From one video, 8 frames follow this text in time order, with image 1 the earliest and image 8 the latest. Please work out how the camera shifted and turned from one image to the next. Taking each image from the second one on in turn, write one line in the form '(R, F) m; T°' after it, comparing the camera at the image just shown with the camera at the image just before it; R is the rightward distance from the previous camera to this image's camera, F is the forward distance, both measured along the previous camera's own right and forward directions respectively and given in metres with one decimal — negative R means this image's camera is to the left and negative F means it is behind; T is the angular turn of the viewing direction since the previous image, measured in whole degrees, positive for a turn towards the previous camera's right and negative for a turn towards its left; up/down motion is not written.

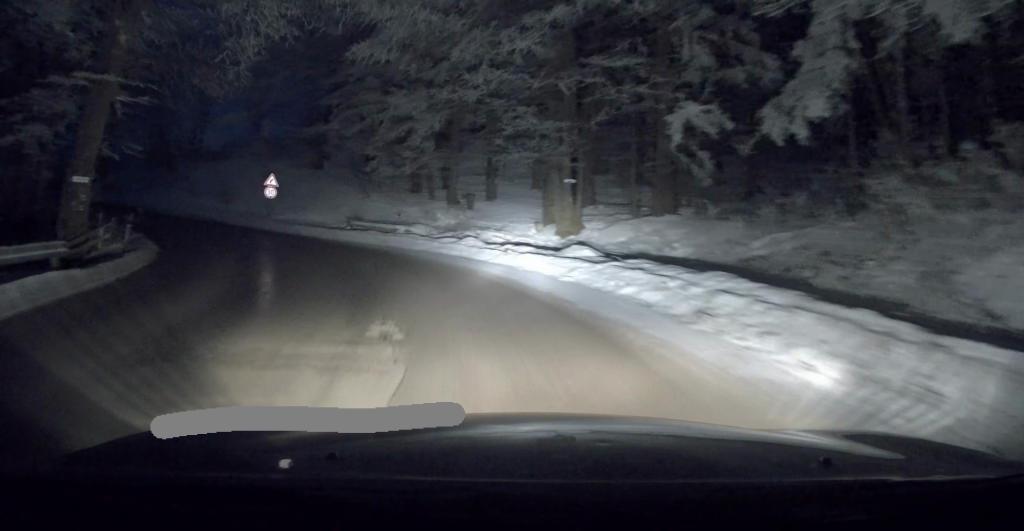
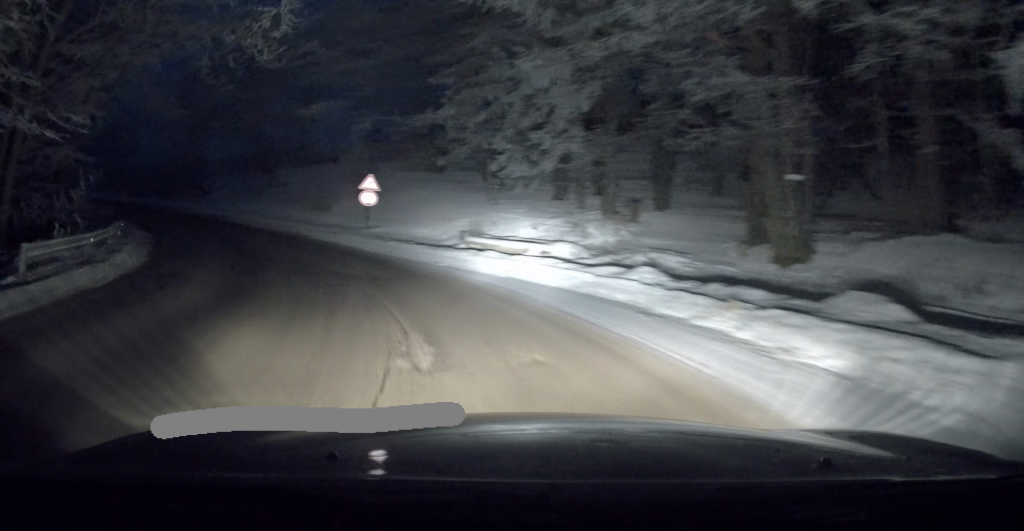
(-0.4, +8.7) m; -9°
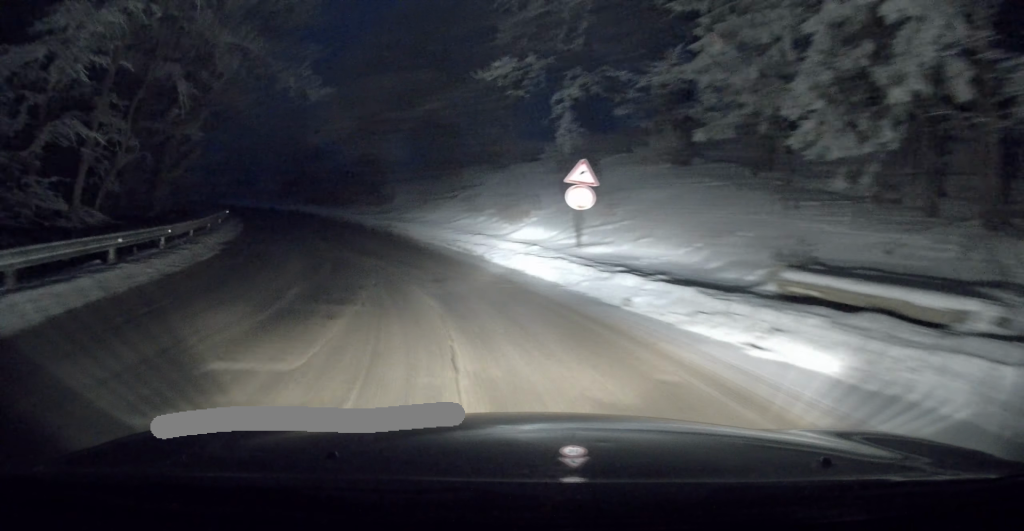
(-1.7, +11.0) m; -19°
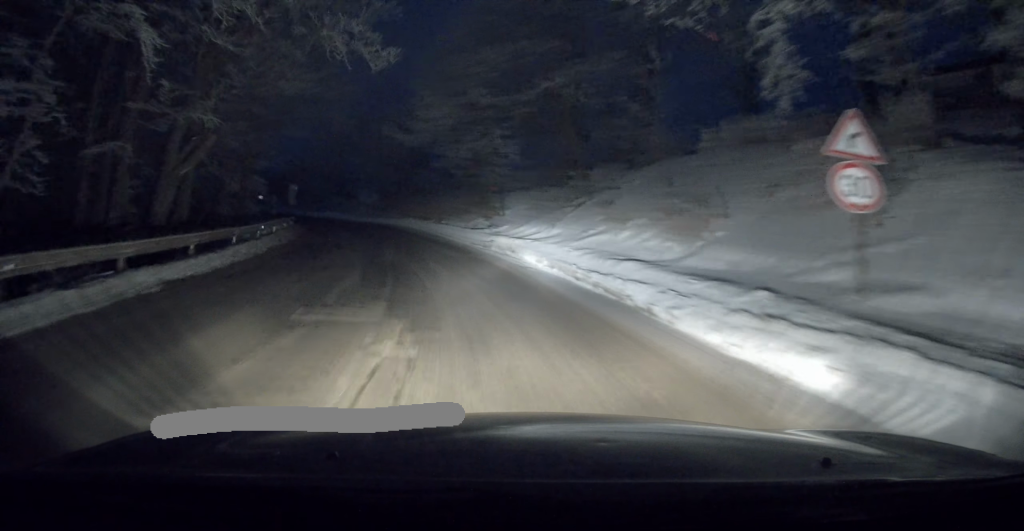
(-1.3, +9.8) m; -11°
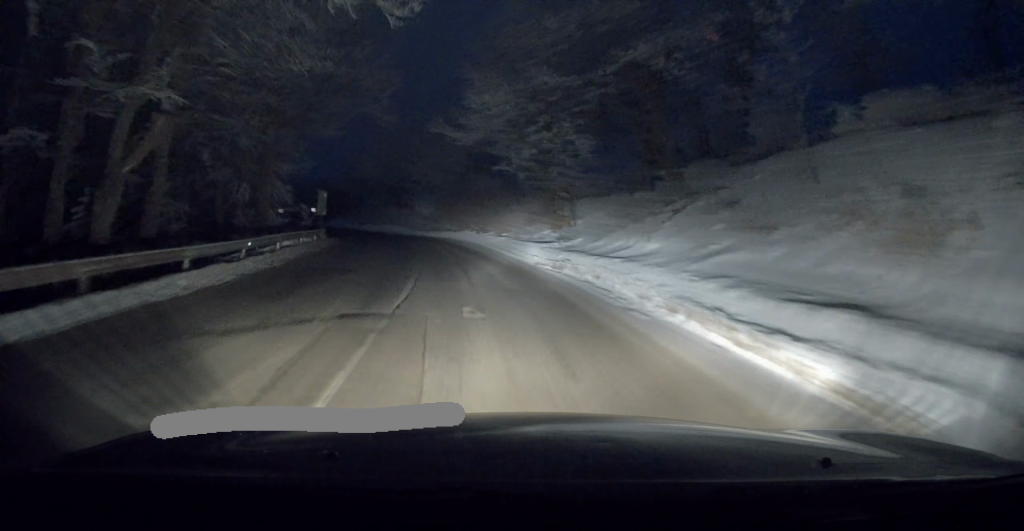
(-0.3, +7.1) m; -4°
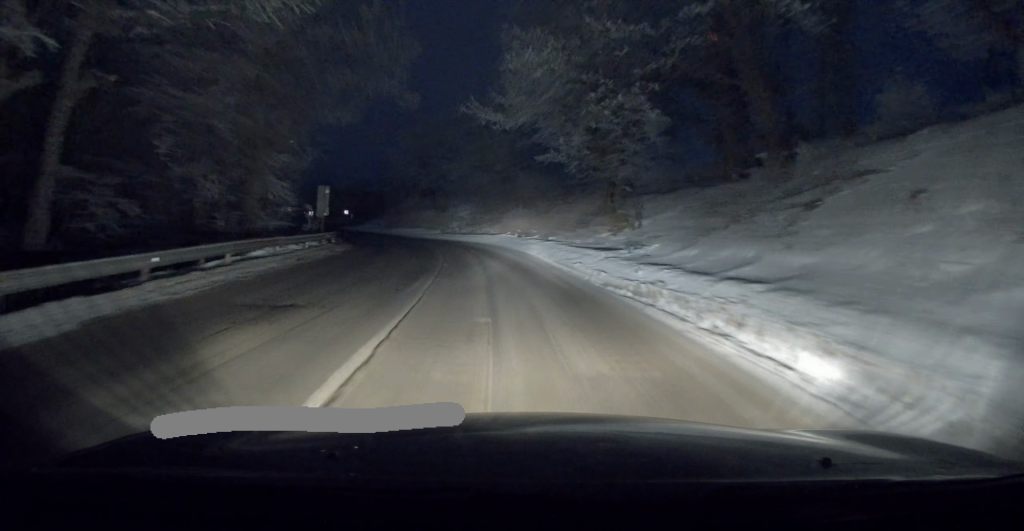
(-0.1, +7.3) m; -3°
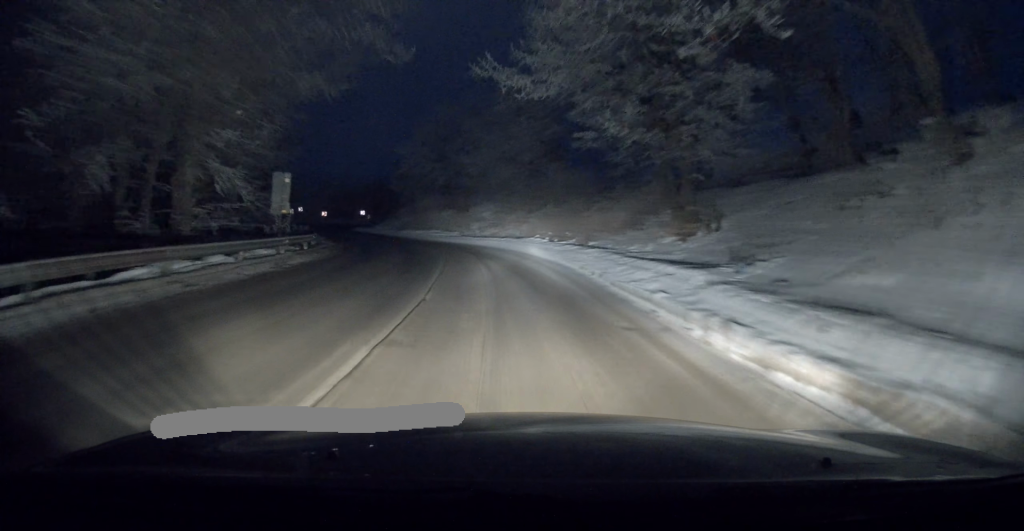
(-0.3, +8.0) m; -4°
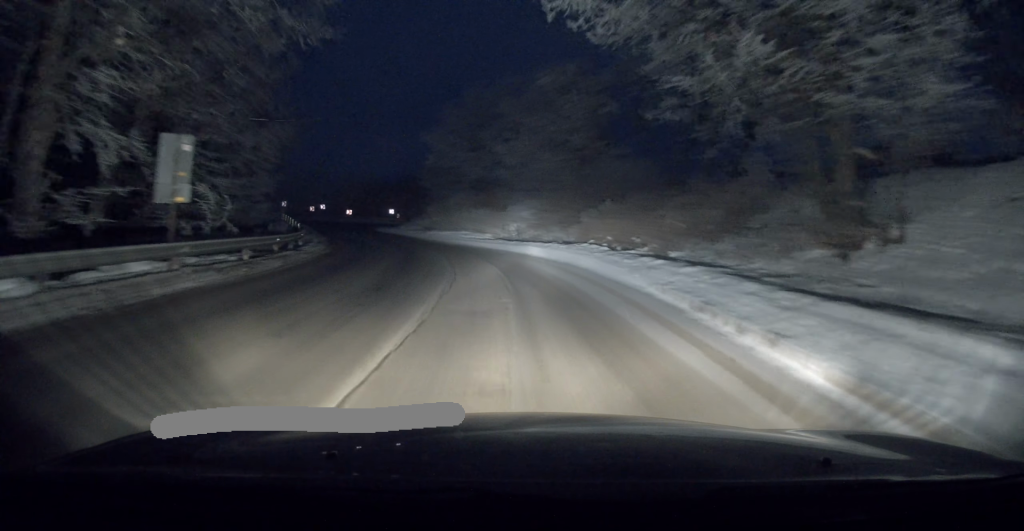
(-0.3, +8.6) m; -4°
